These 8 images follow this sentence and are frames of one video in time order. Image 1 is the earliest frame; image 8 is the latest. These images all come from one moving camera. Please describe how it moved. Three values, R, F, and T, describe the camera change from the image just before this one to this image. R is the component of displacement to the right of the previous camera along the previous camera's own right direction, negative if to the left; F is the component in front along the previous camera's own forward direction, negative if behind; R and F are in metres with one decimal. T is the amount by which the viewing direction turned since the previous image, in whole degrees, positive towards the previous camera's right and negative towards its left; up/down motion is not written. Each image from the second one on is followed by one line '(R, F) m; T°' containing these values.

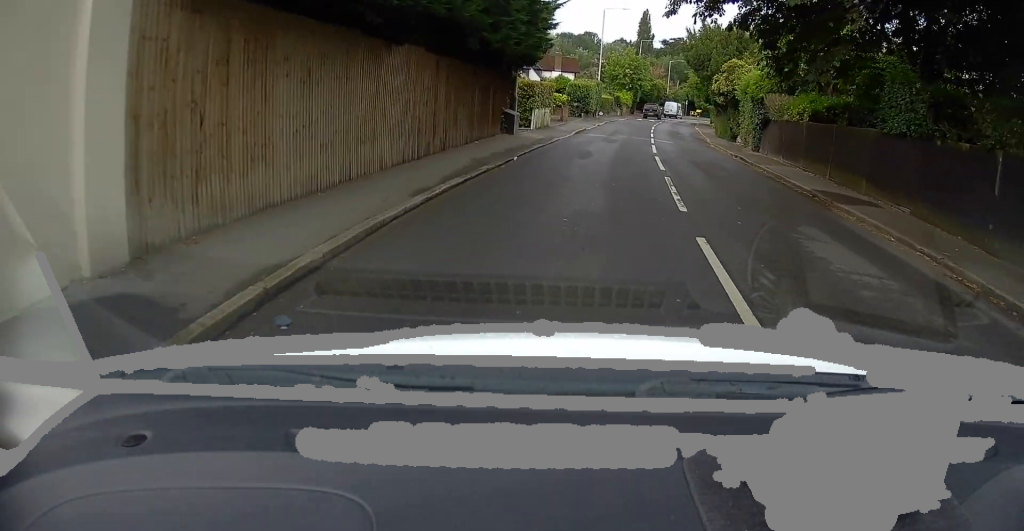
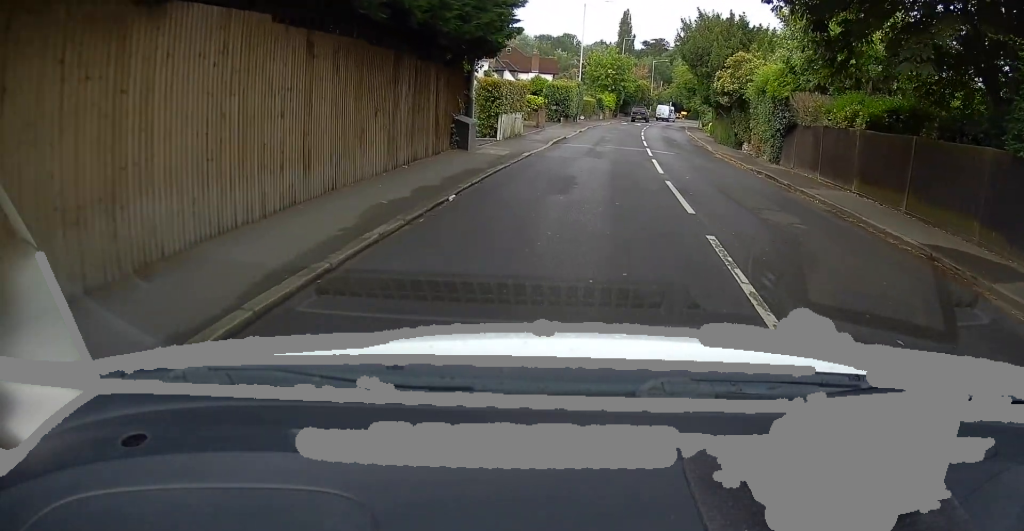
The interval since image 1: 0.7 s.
(0.0, +5.7) m; +2°
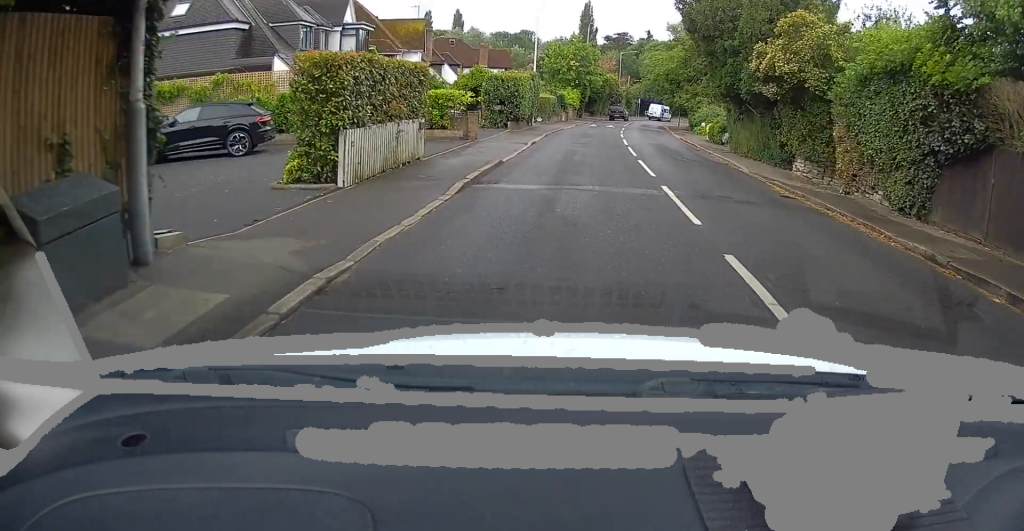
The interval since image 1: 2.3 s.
(+0.8, +13.4) m; +5°
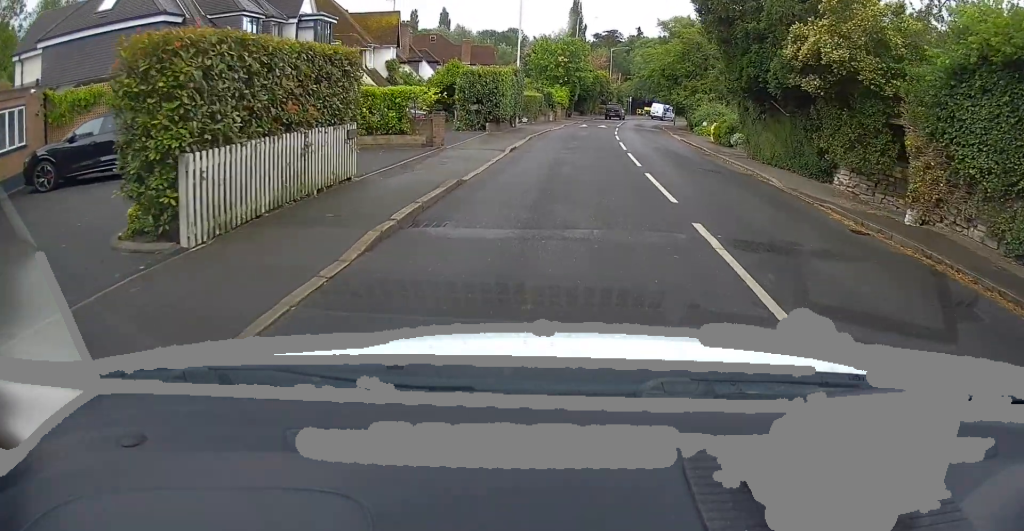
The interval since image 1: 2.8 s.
(+0.1, +4.4) m; 0°
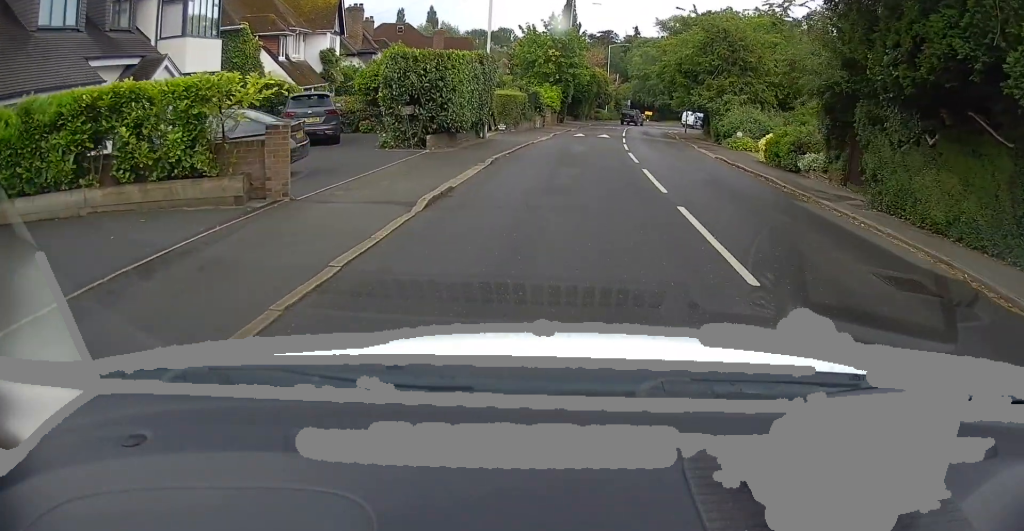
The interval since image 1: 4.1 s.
(-0.3, +10.2) m; -2°
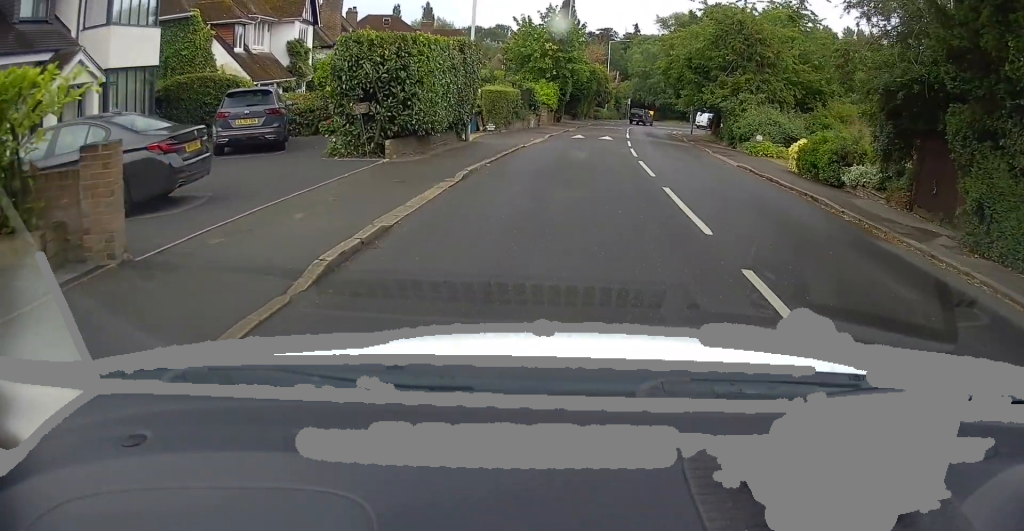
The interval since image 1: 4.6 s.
(-0.1, +3.9) m; 0°
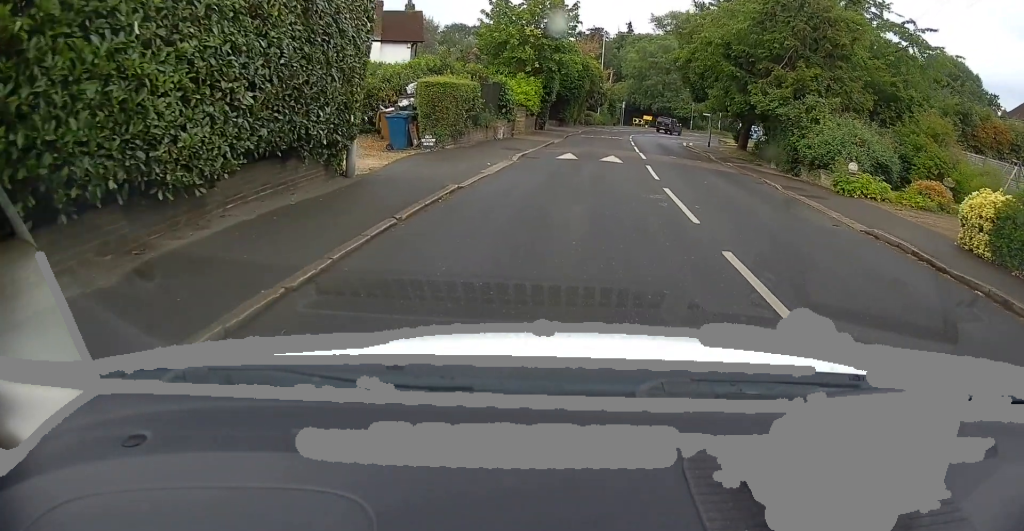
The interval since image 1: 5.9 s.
(+0.2, +11.1) m; +3°
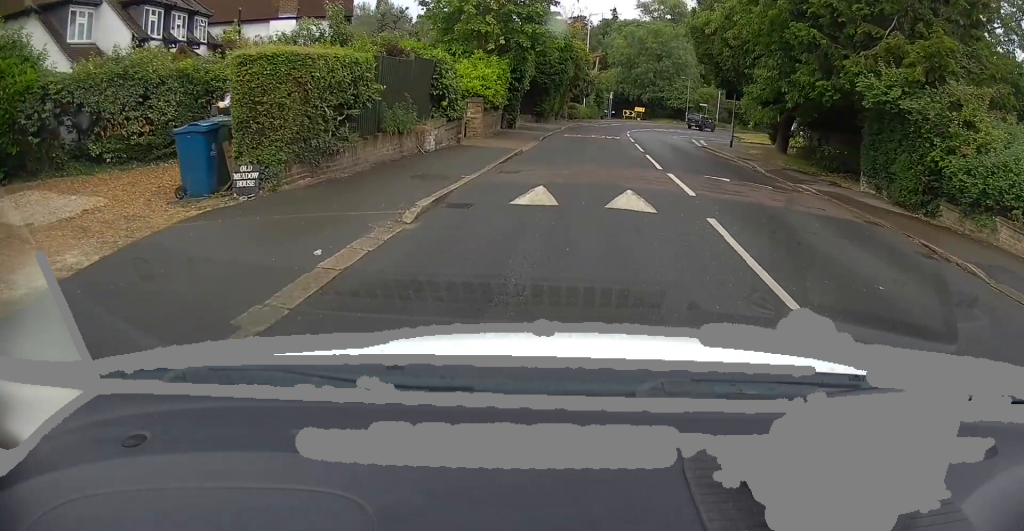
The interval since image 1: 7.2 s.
(+0.1, +10.0) m; +1°
